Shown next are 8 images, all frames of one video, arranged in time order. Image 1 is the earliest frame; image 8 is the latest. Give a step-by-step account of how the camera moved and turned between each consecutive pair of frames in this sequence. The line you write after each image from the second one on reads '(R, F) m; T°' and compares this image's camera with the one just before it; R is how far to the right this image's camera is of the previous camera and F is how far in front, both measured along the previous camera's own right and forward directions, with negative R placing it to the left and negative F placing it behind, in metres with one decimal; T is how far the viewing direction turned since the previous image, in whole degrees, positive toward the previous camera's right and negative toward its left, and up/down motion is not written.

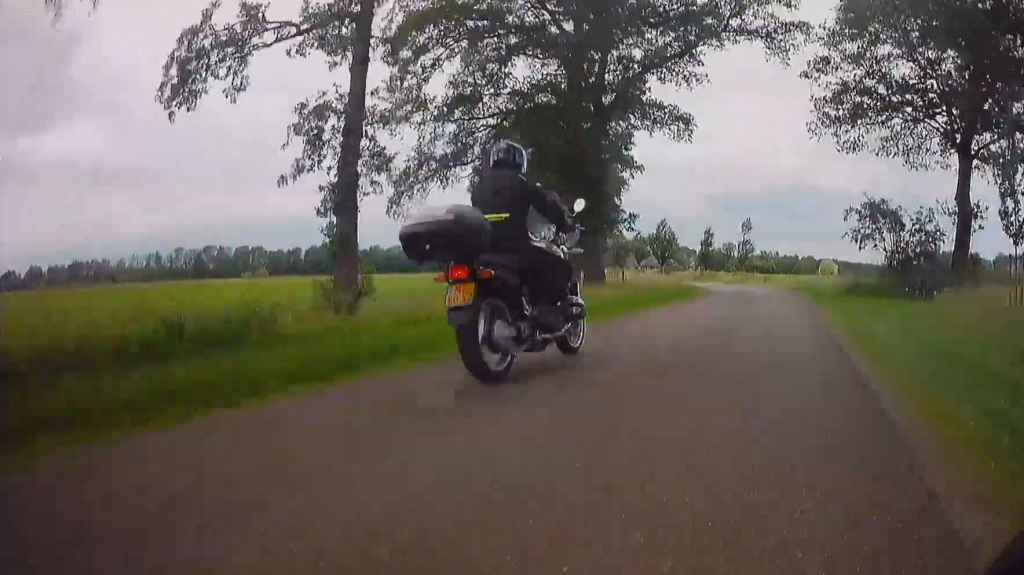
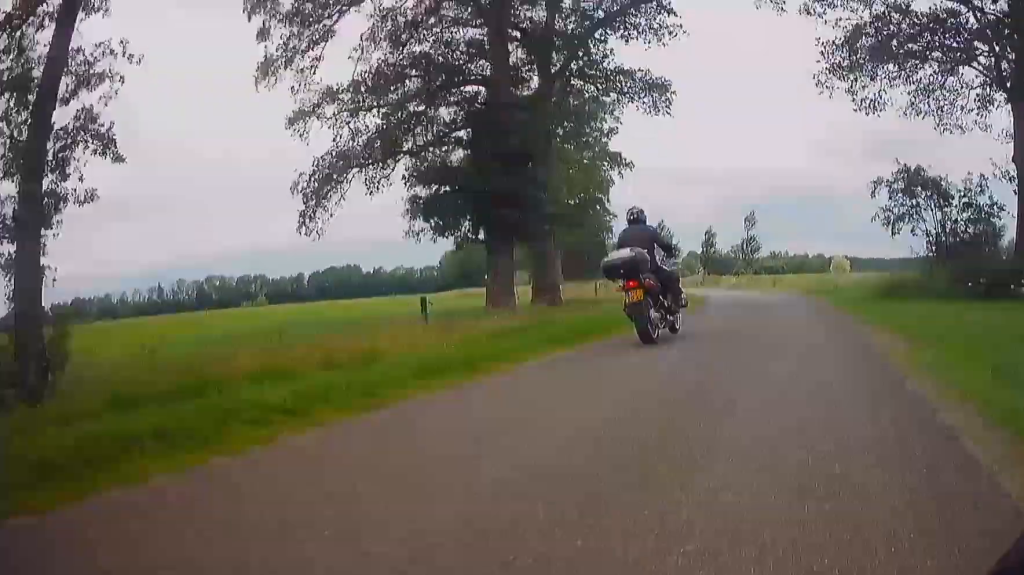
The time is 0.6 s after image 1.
(-0.1, +6.6) m; -1°
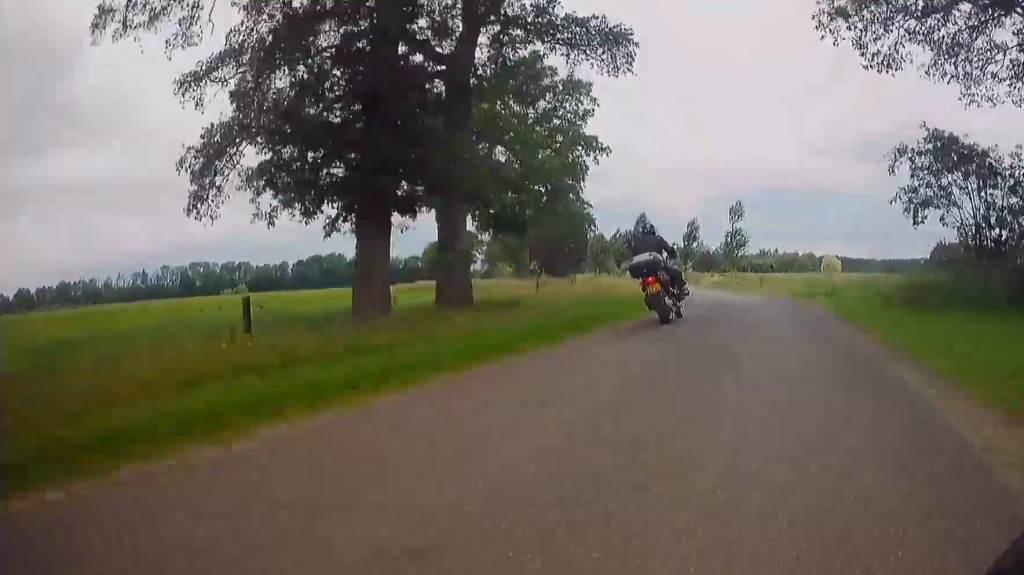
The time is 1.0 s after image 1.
(0.0, +4.7) m; -1°
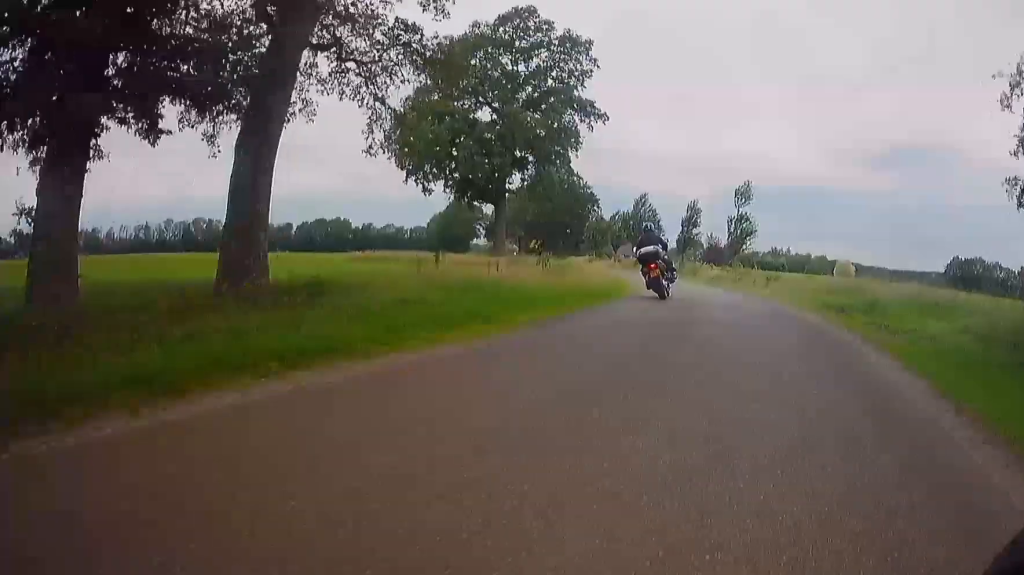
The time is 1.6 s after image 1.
(-0.1, +5.6) m; -2°
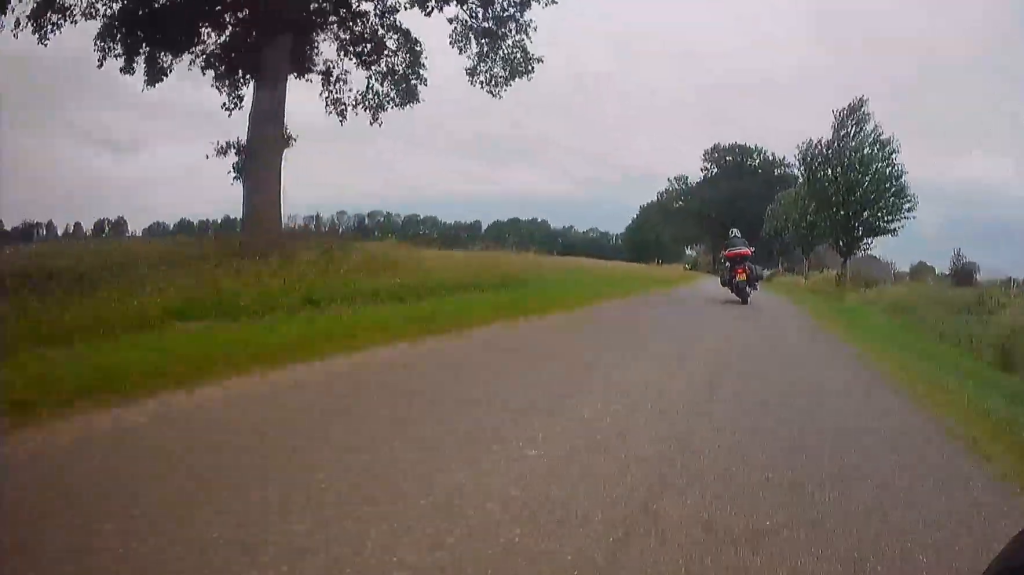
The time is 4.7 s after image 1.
(-4.1, +30.5) m; -18°
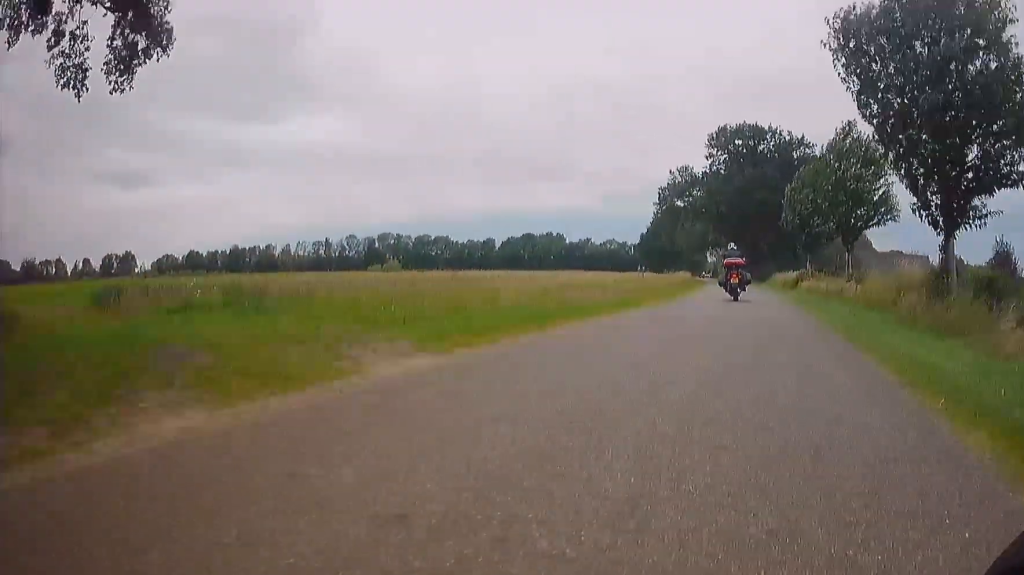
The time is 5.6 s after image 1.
(-0.7, +12.0) m; -6°
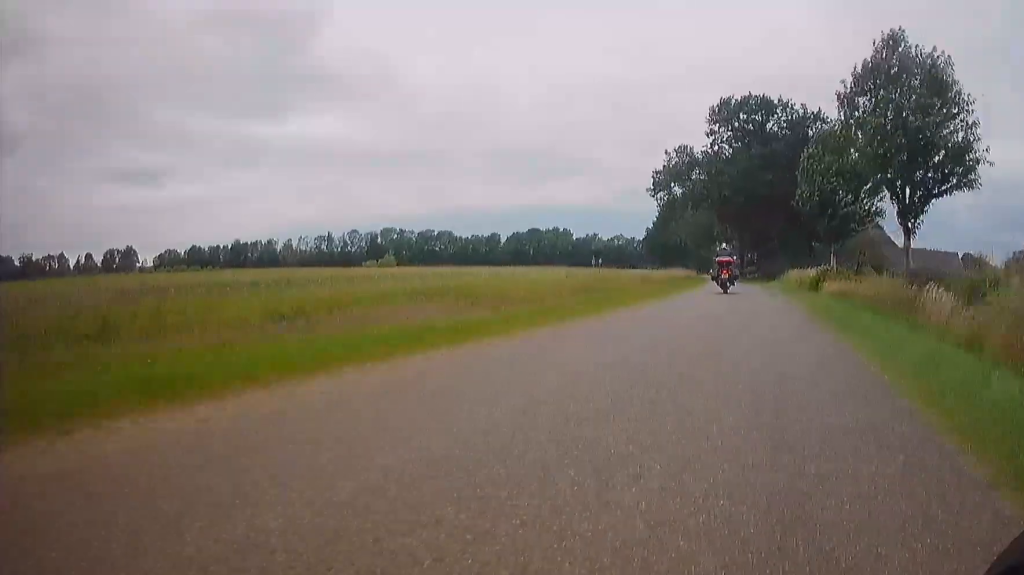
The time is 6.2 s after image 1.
(-0.2, +10.9) m; -4°
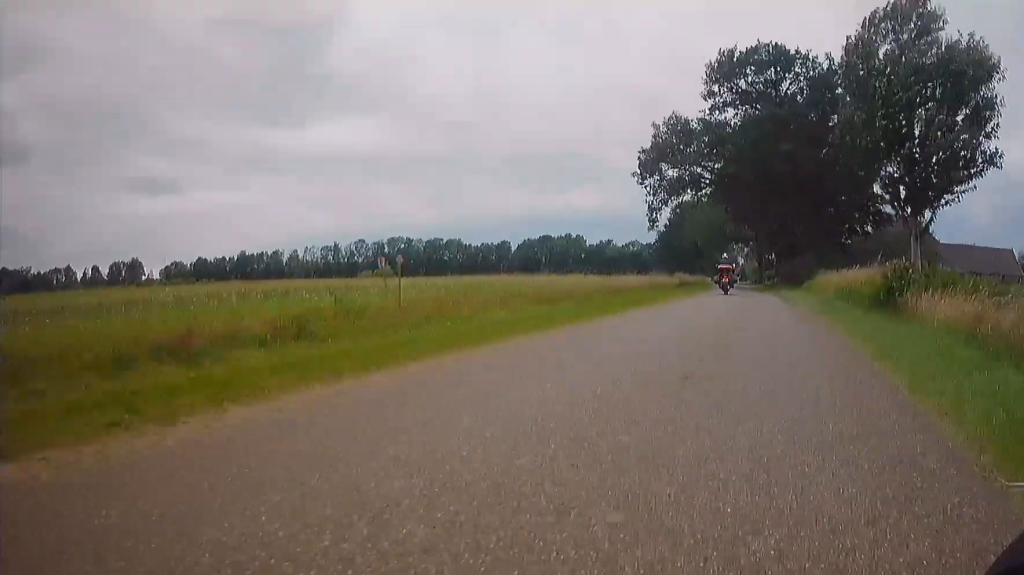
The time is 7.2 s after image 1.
(-0.7, +16.6) m; -4°
